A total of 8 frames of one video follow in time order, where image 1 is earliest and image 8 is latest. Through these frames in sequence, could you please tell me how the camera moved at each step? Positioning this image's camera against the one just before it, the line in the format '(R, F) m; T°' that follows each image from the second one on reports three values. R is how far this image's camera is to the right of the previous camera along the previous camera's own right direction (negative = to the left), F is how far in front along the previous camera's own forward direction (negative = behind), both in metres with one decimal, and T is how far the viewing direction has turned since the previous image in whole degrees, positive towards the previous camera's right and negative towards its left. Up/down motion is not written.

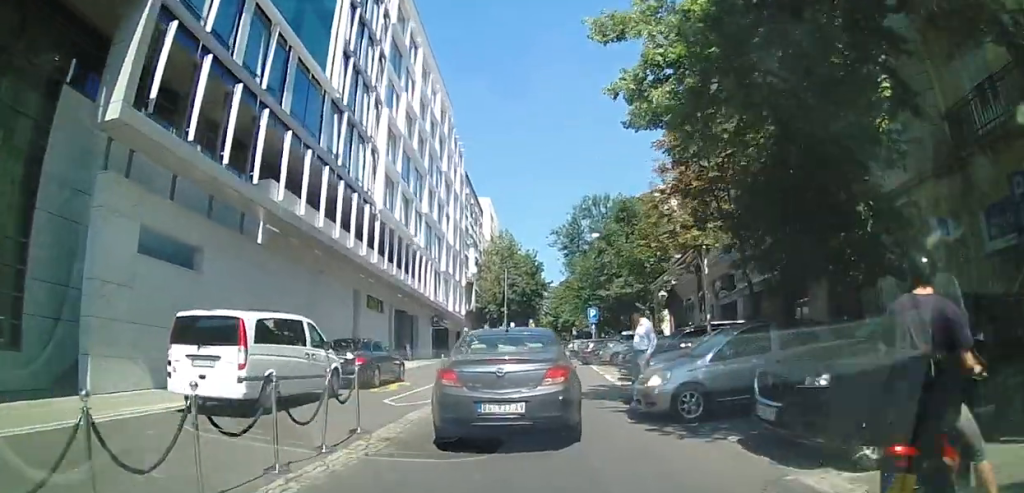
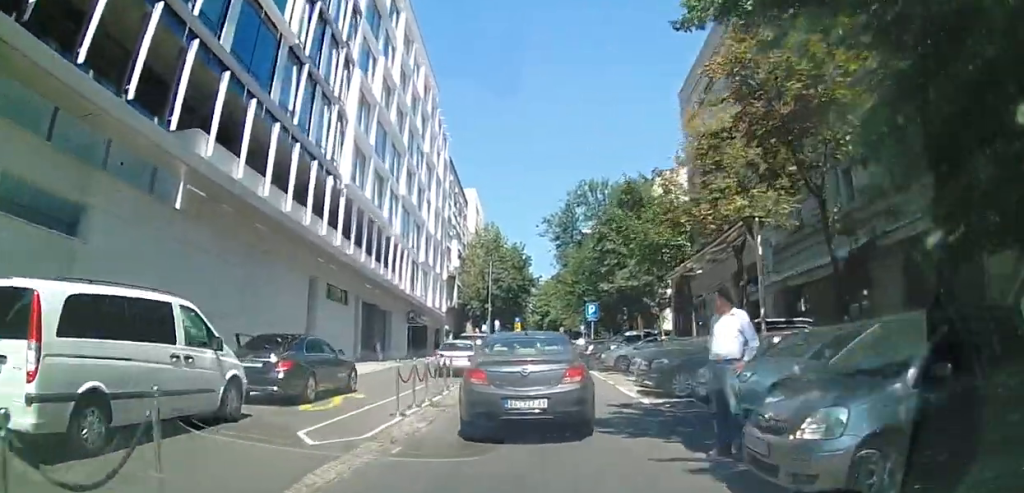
(-0.1, +3.8) m; -2°
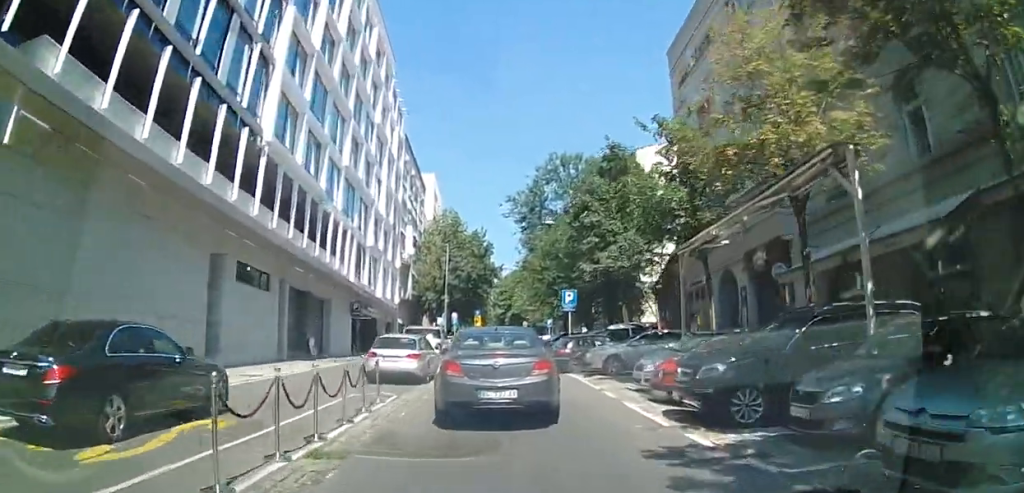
(0.0, +4.3) m; 0°
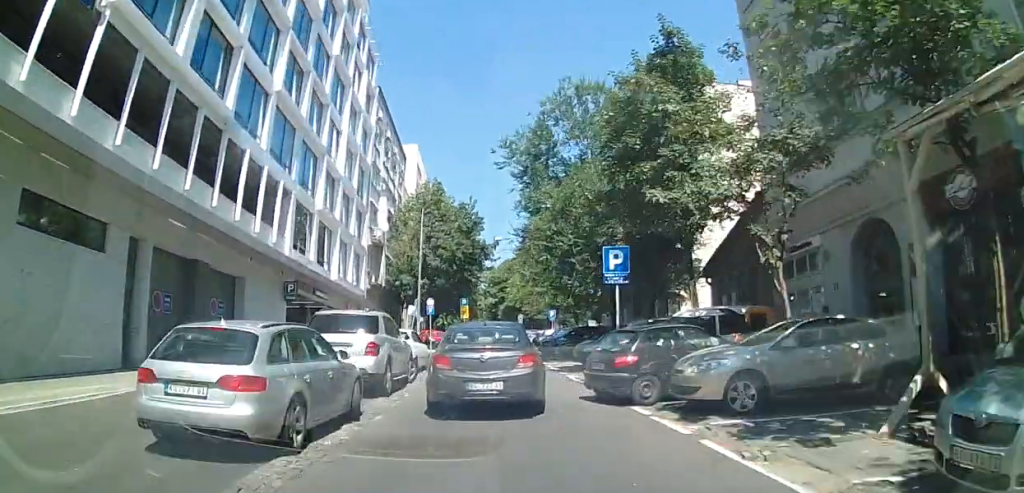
(0.0, +8.6) m; 0°
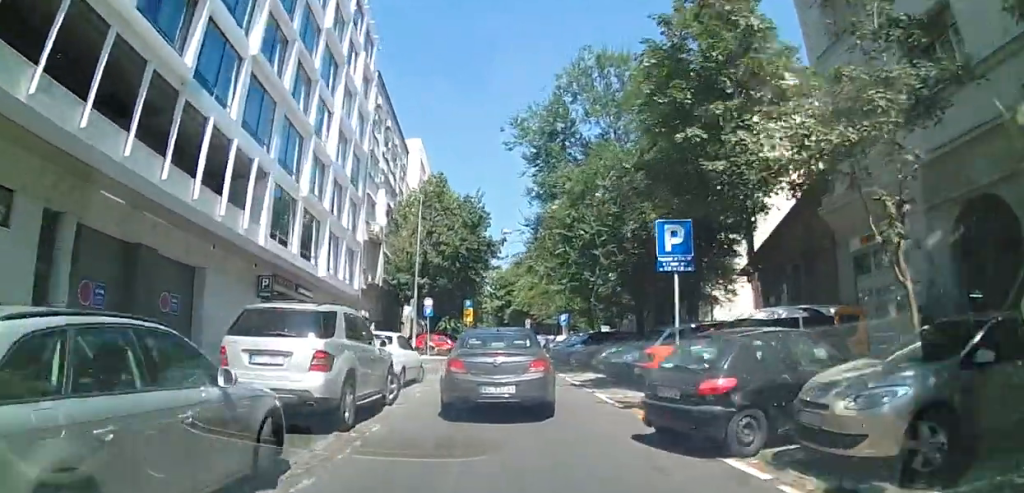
(0.0, +3.3) m; 0°
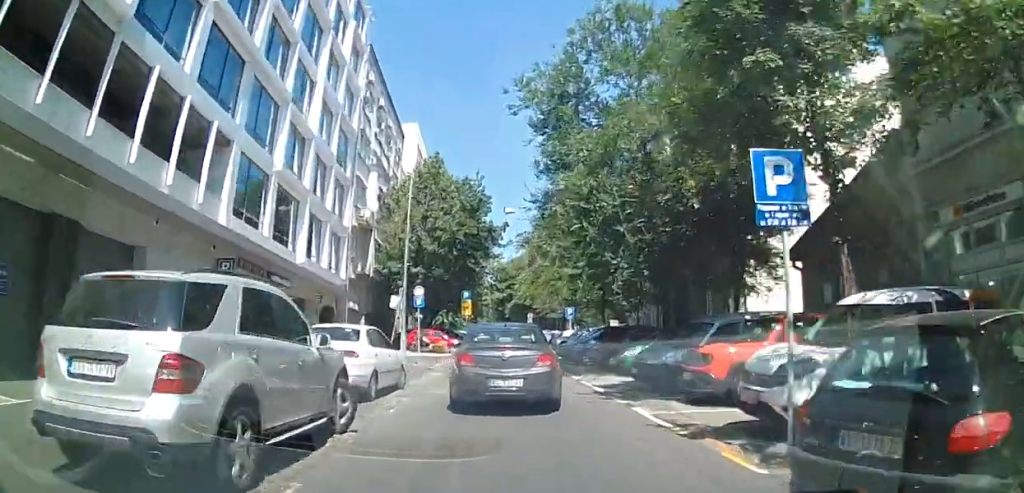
(0.0, +3.3) m; 0°
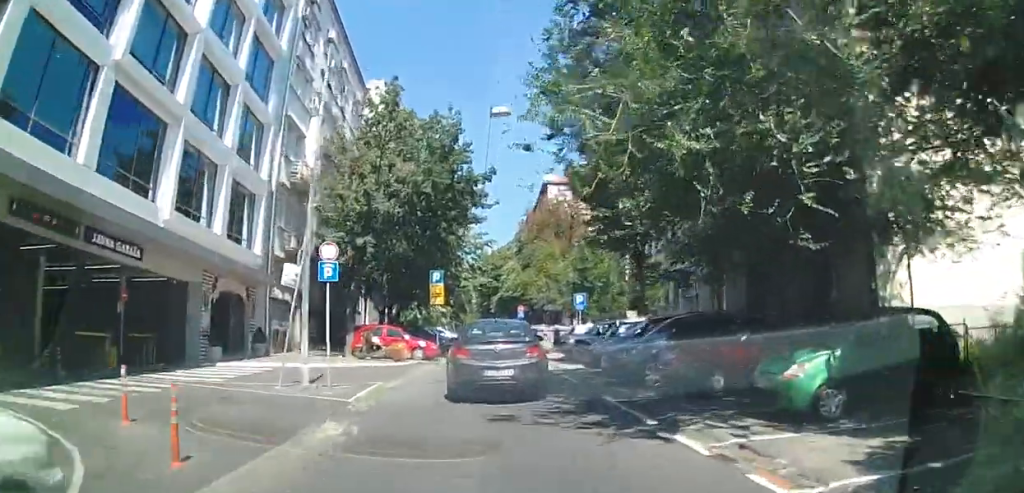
(0.0, +10.0) m; +3°
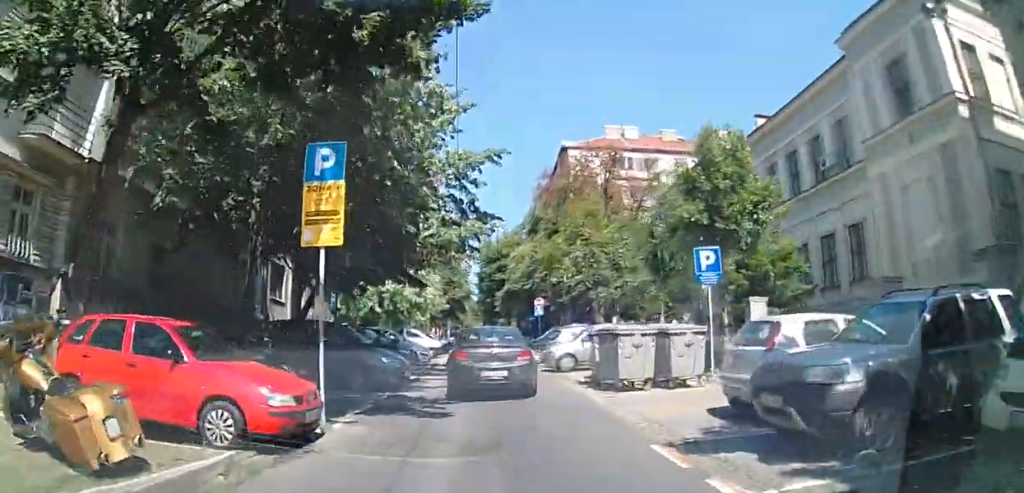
(-0.1, +16.2) m; -5°
